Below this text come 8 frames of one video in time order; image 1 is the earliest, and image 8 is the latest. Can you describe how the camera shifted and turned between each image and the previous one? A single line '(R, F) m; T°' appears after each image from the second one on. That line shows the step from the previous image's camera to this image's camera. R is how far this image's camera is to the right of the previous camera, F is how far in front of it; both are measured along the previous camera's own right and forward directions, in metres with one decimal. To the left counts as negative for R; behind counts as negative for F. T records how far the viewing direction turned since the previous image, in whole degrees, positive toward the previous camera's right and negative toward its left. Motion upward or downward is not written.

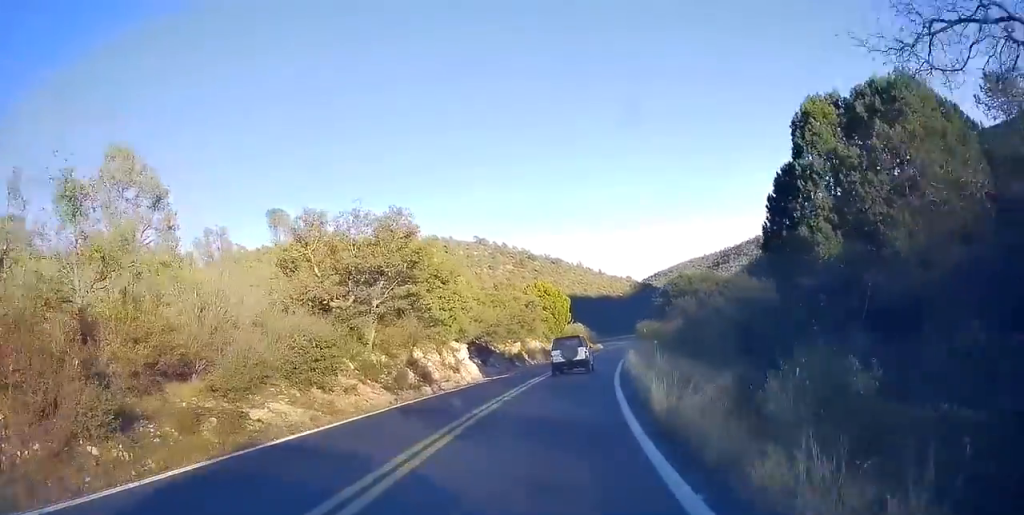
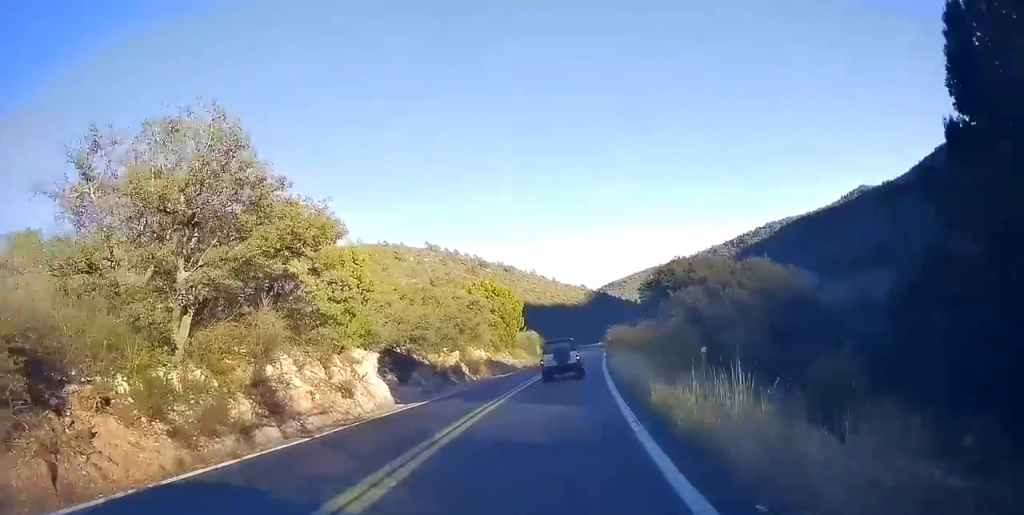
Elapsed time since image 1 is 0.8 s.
(+0.7, +12.9) m; +4°
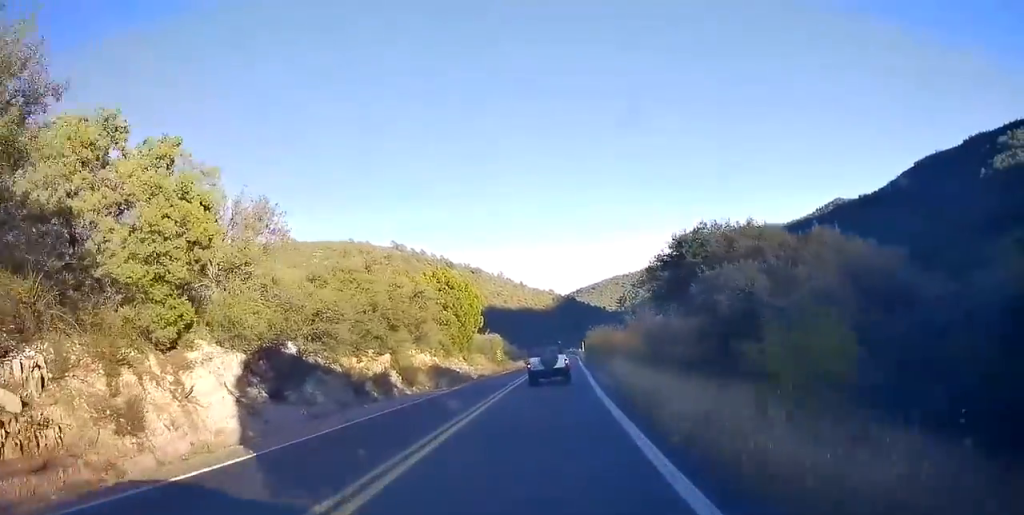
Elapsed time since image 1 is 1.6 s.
(+0.1, +11.5) m; +2°
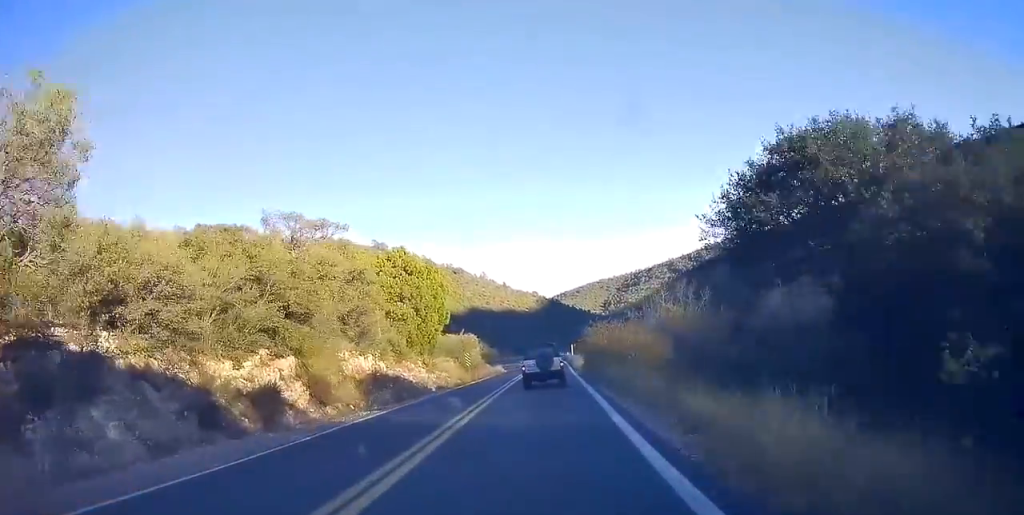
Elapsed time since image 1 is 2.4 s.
(+0.4, +11.9) m; +3°
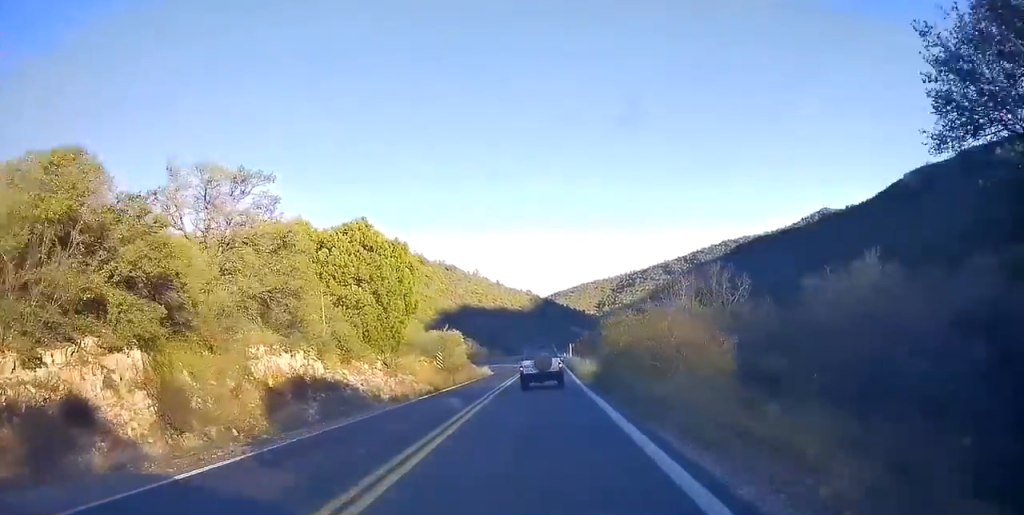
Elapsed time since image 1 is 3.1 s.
(+0.2, +9.9) m; +2°
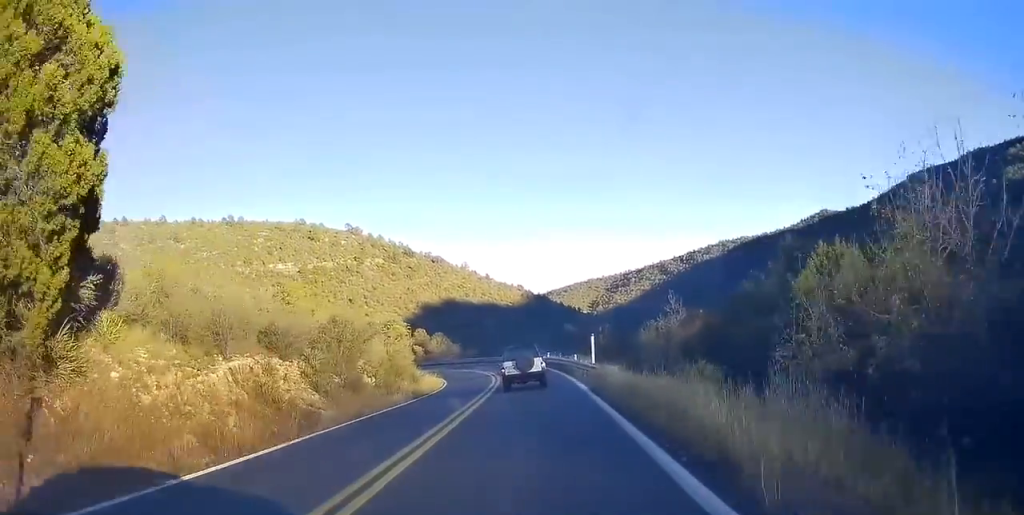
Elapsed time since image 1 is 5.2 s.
(-0.3, +30.1) m; -2°
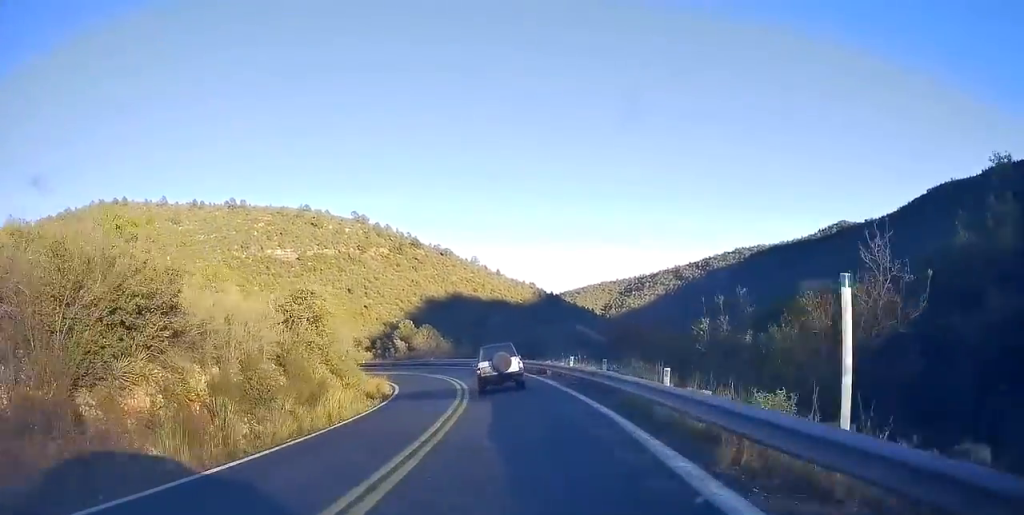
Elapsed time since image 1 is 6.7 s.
(+0.1, +20.2) m; +1°
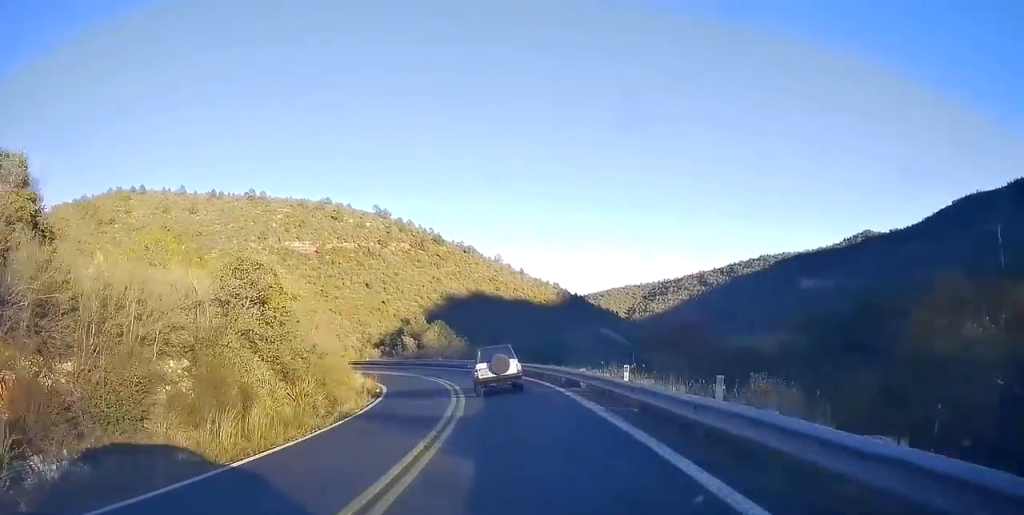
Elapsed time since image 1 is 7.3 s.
(0.0, +8.4) m; -2°
